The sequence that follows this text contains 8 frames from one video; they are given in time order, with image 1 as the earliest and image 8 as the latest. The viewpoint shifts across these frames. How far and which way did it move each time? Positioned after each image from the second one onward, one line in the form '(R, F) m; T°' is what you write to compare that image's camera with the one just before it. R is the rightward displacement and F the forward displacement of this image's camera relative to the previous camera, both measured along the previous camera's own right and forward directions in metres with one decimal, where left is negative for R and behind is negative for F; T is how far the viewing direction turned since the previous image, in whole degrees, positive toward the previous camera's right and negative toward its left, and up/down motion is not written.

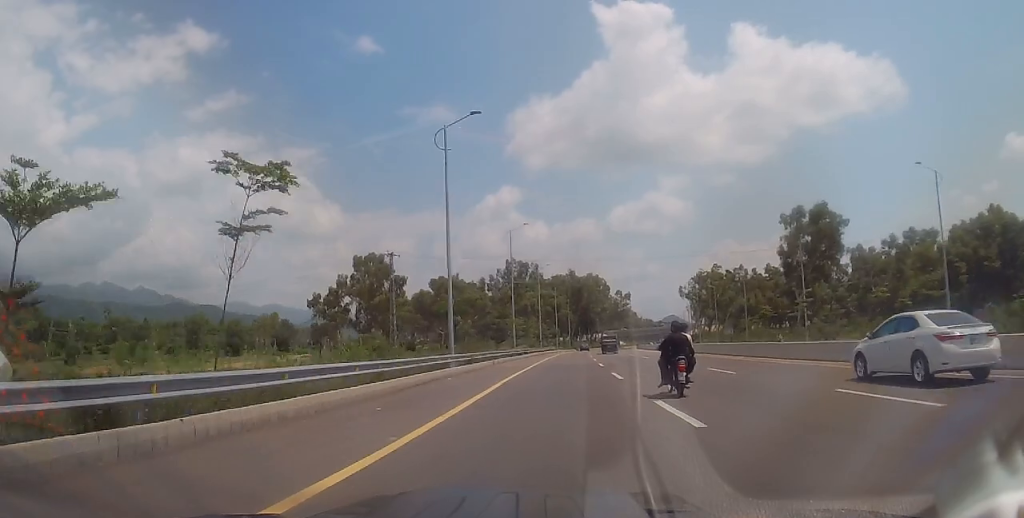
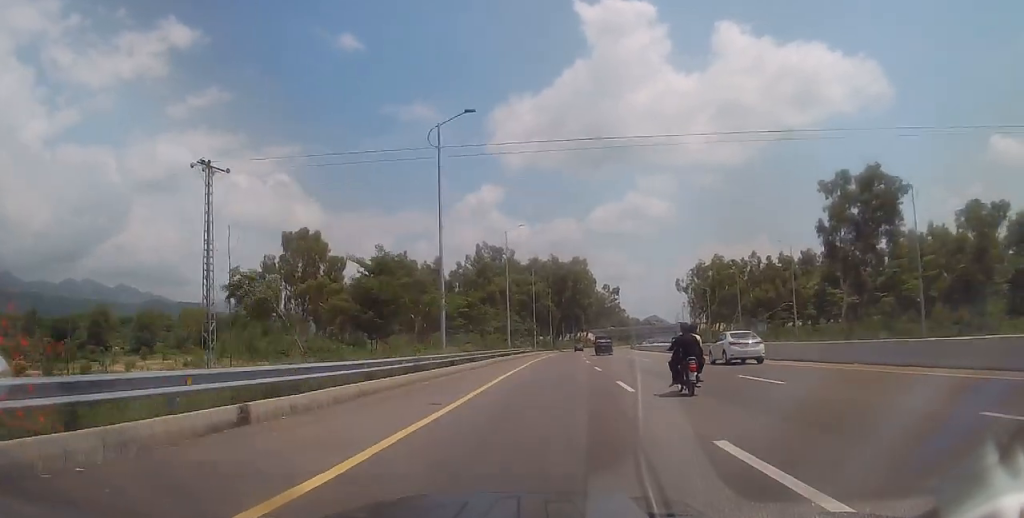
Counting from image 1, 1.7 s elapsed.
(+0.9, +29.3) m; +2°
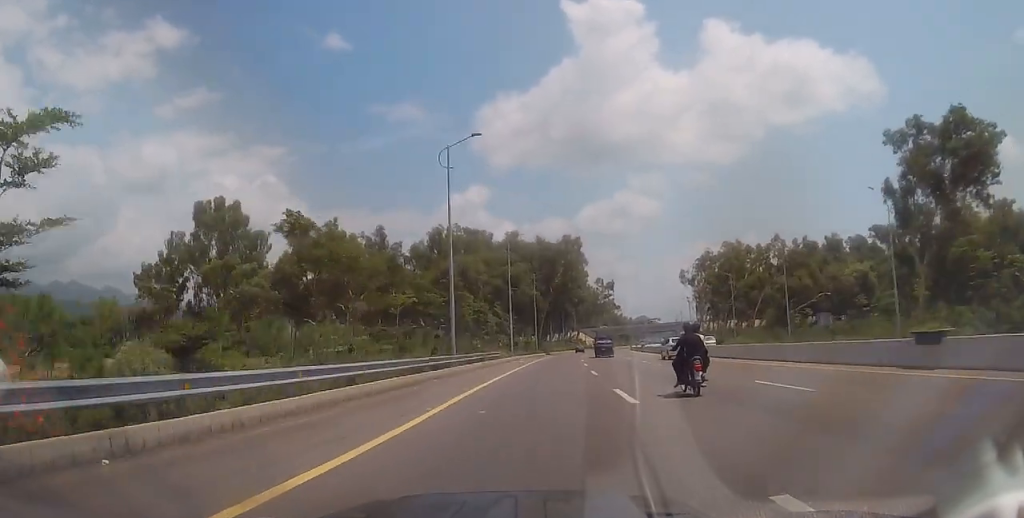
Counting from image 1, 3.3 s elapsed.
(-0.5, +27.0) m; -1°
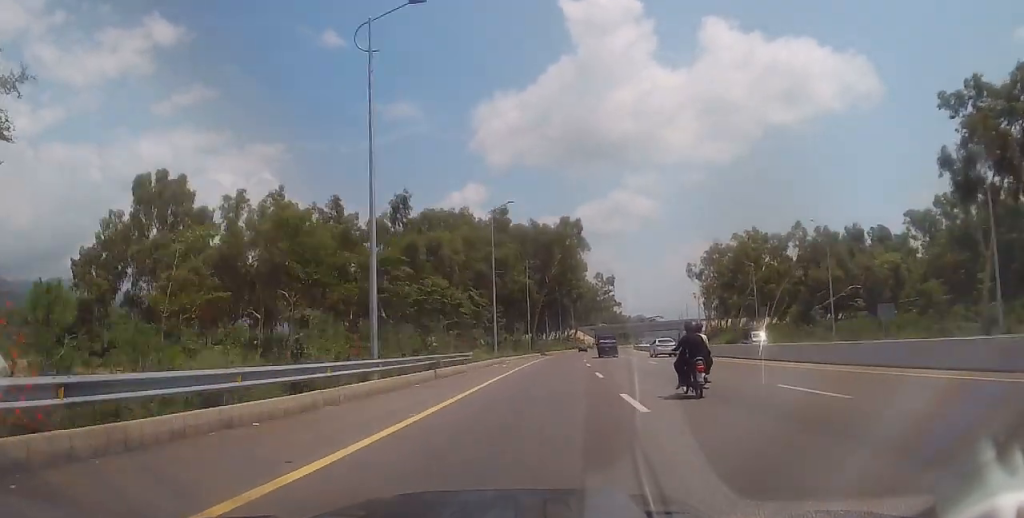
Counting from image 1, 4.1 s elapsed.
(+0.1, +13.9) m; +1°
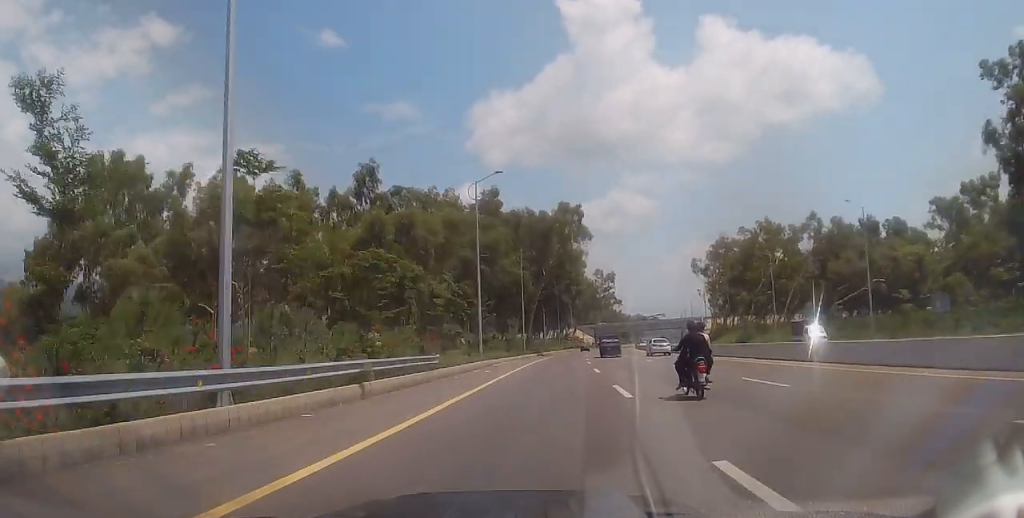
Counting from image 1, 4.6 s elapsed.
(+0.1, +8.7) m; +1°
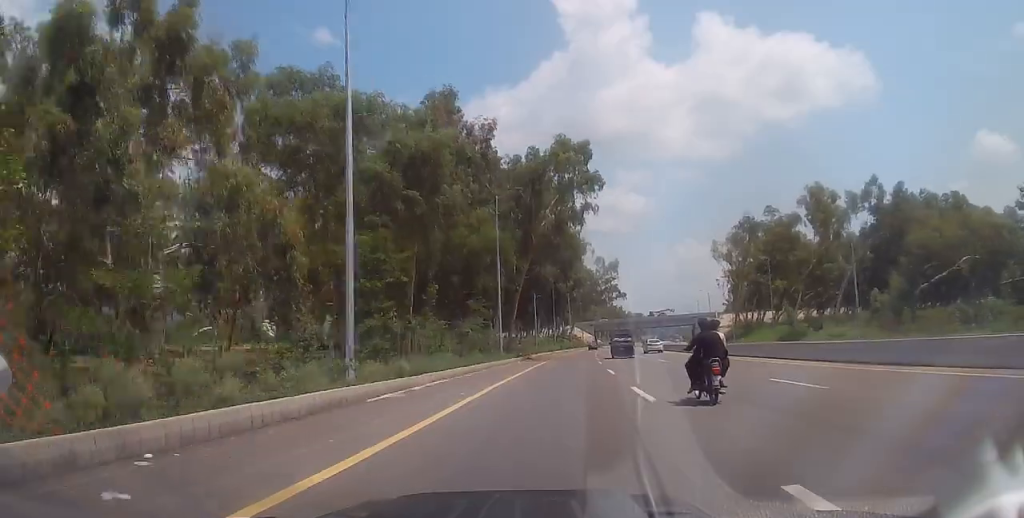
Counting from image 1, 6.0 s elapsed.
(+0.5, +25.2) m; +2°
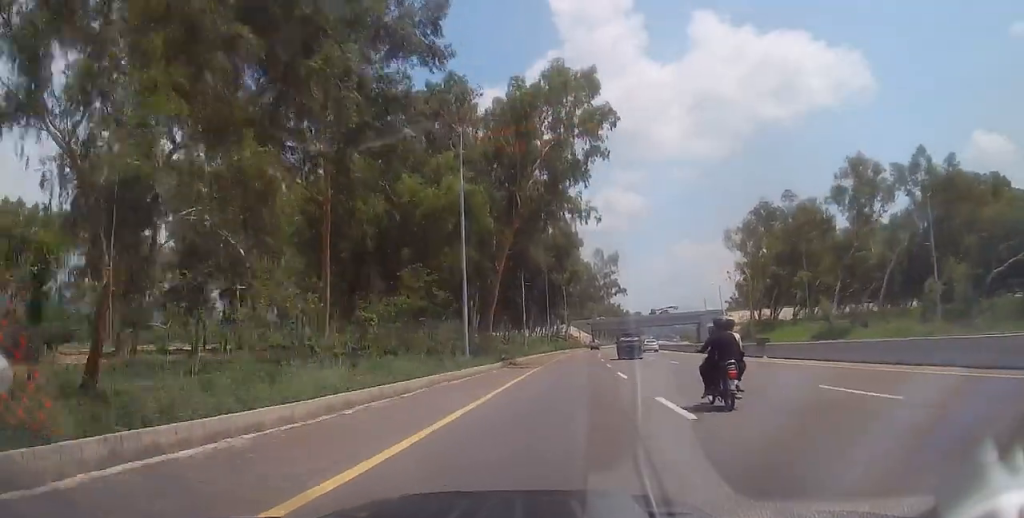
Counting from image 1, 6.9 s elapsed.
(+0.1, +14.8) m; 0°
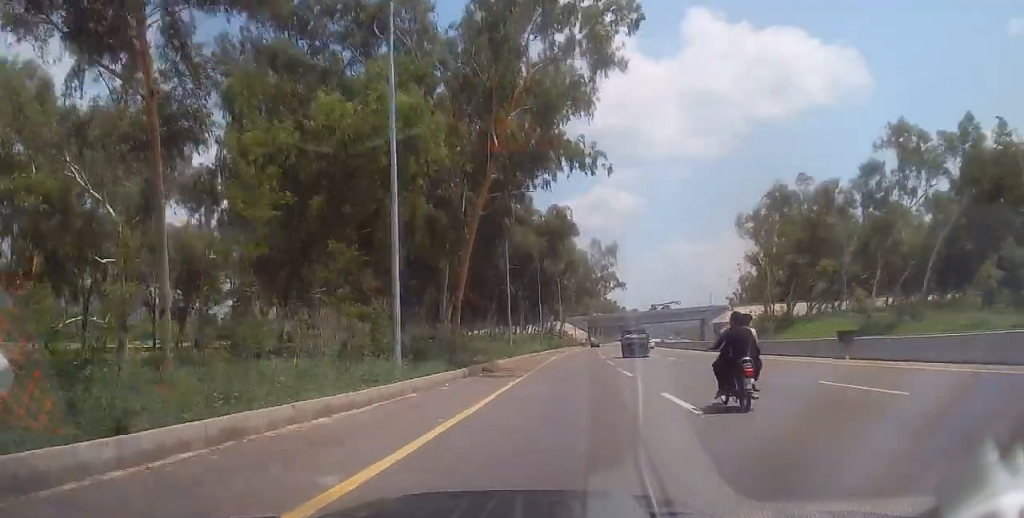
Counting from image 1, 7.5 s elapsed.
(-0.3, +11.9) m; -1°
